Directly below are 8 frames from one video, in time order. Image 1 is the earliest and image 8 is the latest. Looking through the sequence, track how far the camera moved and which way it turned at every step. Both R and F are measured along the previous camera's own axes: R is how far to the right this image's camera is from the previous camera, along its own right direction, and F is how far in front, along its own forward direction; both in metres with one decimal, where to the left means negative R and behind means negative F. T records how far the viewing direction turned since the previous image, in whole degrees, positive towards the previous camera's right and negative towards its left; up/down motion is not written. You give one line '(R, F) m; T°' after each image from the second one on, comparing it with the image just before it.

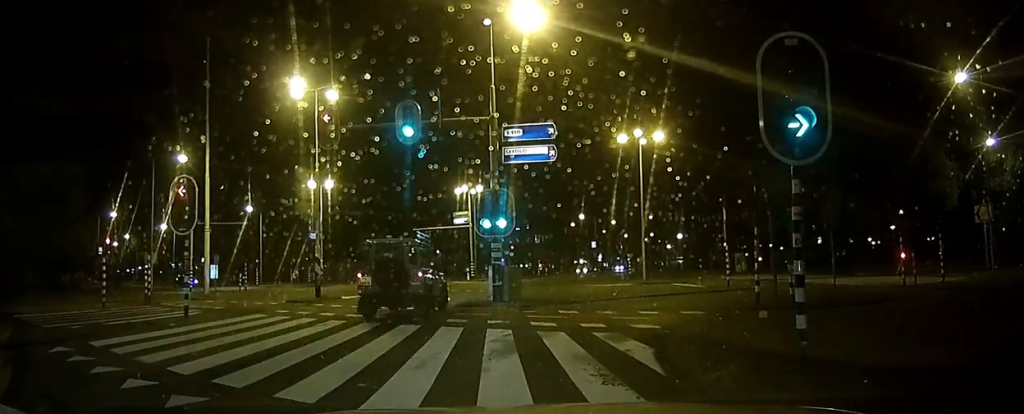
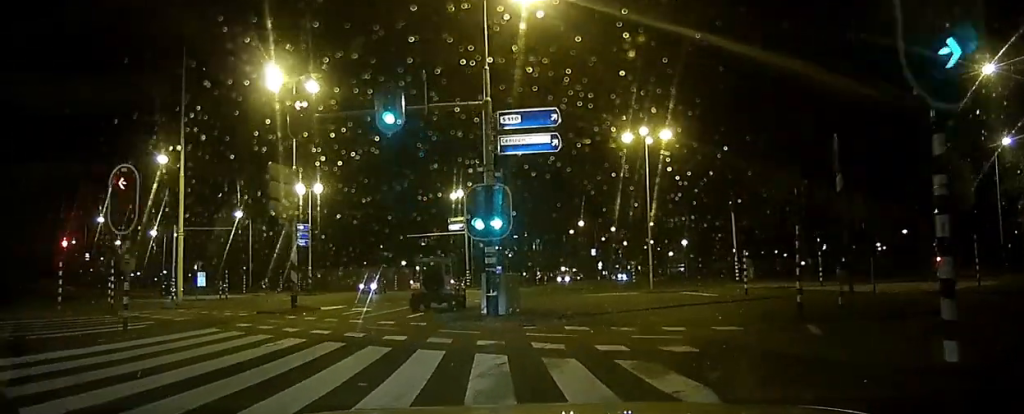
(0.0, +5.1) m; +15°
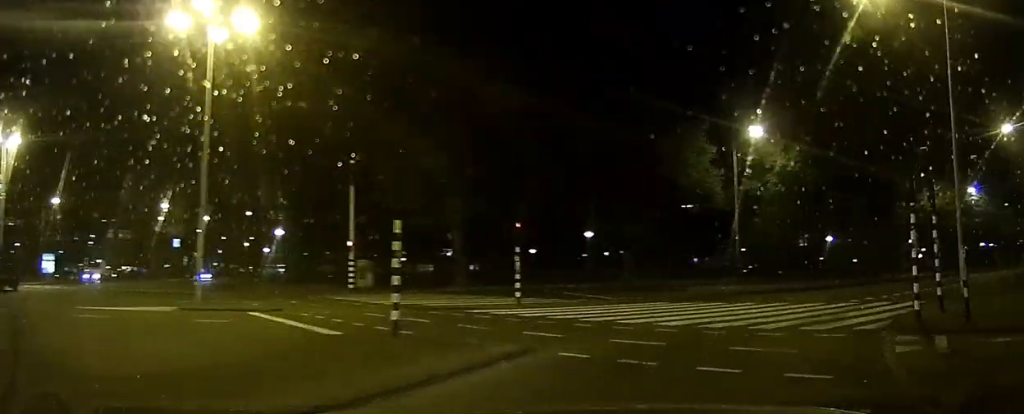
(+4.1, +14.2) m; +22°
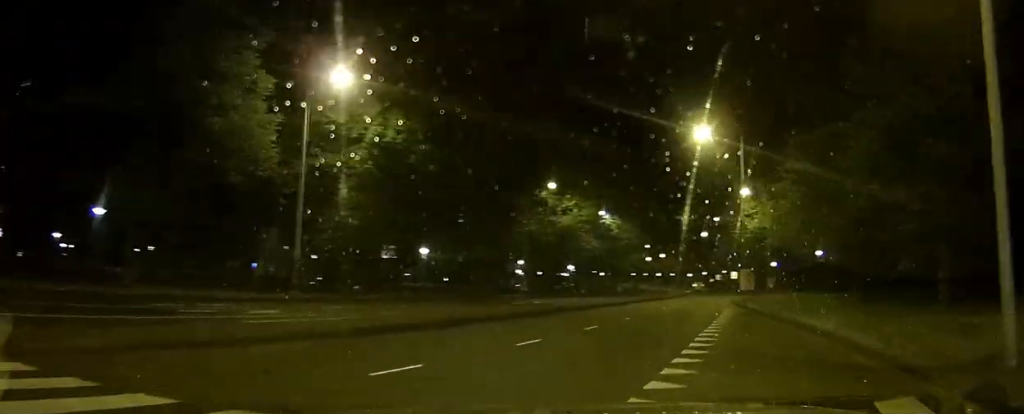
(+1.2, +11.9) m; +6°
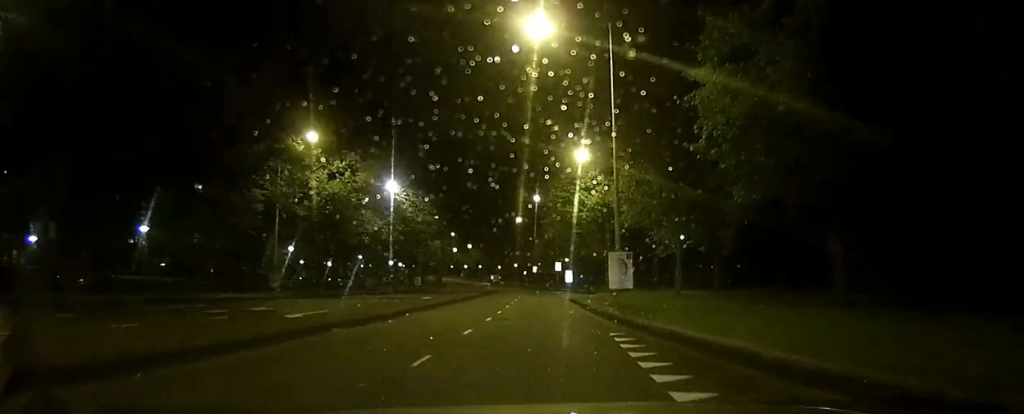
(+0.2, +12.5) m; 0°
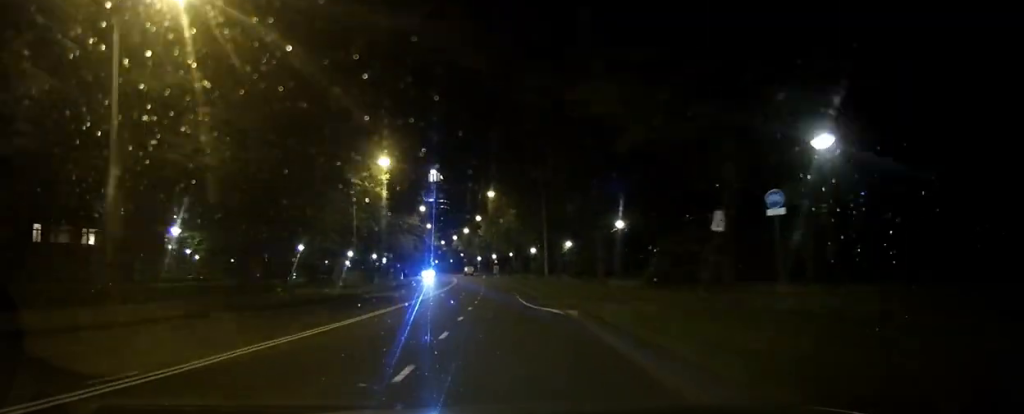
(-6.5, +84.7) m; -10°
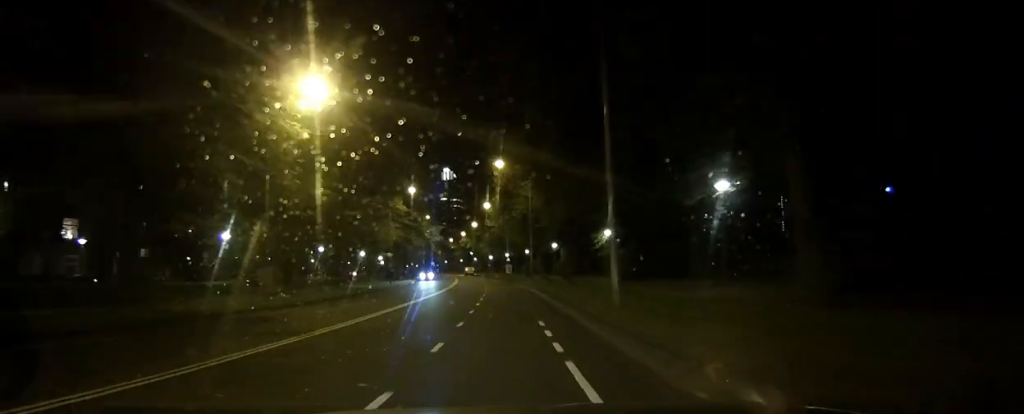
(0.0, +15.7) m; -2°
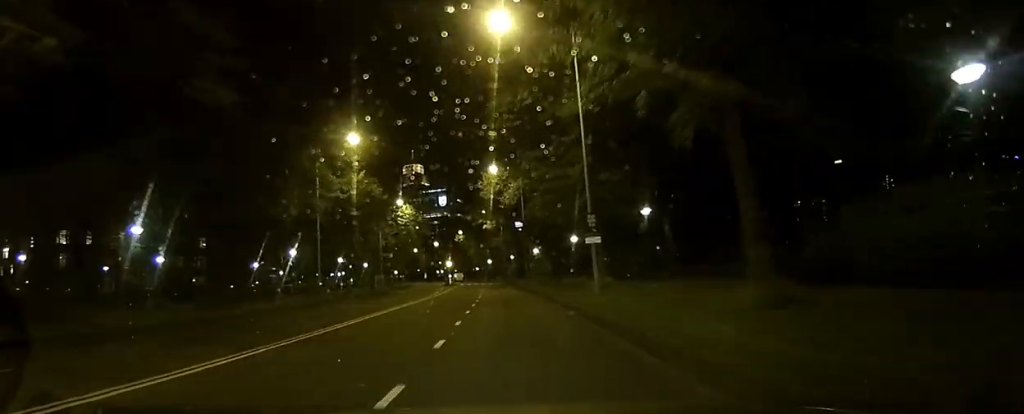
(-6.7, +76.8) m; -10°
